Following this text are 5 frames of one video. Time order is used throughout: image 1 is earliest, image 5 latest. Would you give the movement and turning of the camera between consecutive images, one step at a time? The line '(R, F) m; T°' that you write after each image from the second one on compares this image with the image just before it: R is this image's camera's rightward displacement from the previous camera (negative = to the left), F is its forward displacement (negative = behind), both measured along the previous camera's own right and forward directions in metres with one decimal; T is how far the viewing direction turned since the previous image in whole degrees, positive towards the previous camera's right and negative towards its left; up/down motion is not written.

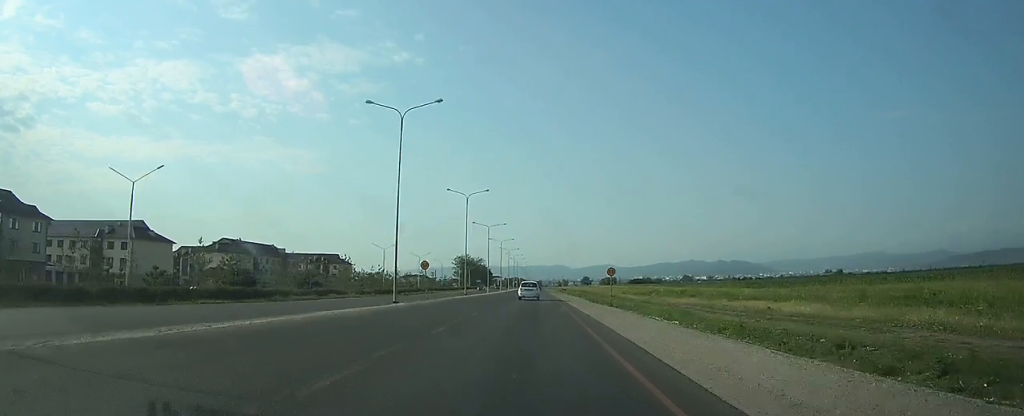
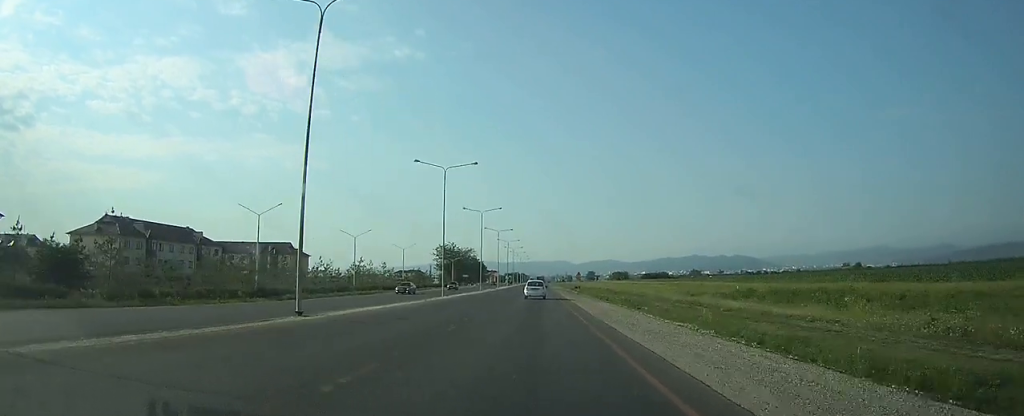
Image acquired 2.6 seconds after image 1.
(0.0, +47.7) m; 0°
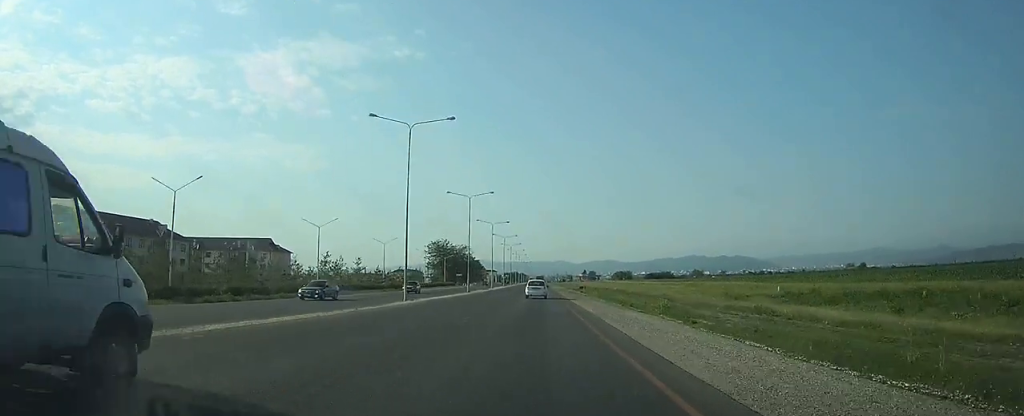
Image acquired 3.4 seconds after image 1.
(0.0, +14.2) m; 0°
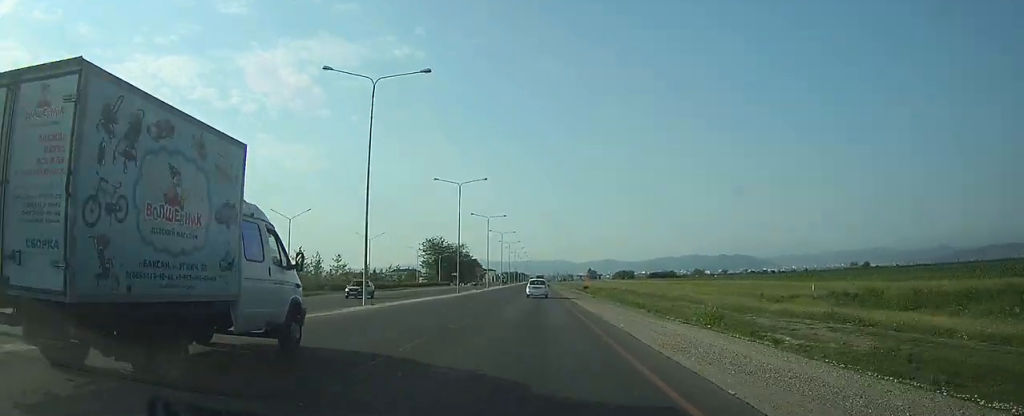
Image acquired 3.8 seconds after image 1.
(0.0, +8.7) m; 0°
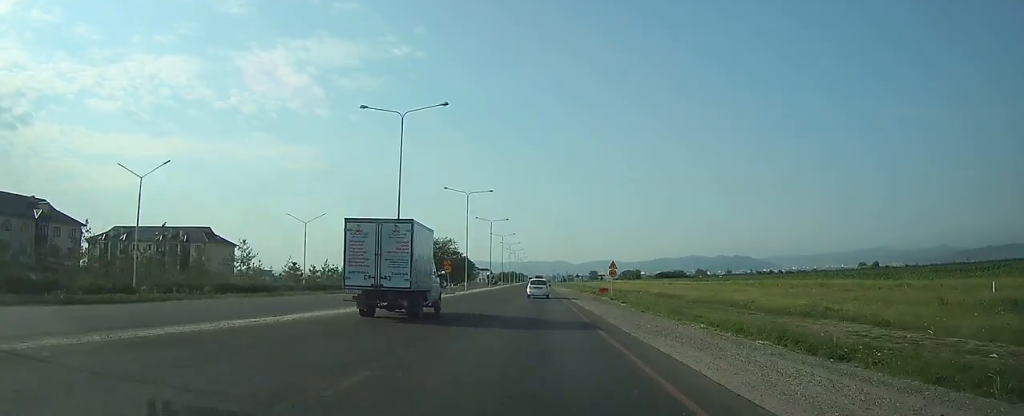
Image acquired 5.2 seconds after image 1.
(0.0, +25.5) m; 0°
